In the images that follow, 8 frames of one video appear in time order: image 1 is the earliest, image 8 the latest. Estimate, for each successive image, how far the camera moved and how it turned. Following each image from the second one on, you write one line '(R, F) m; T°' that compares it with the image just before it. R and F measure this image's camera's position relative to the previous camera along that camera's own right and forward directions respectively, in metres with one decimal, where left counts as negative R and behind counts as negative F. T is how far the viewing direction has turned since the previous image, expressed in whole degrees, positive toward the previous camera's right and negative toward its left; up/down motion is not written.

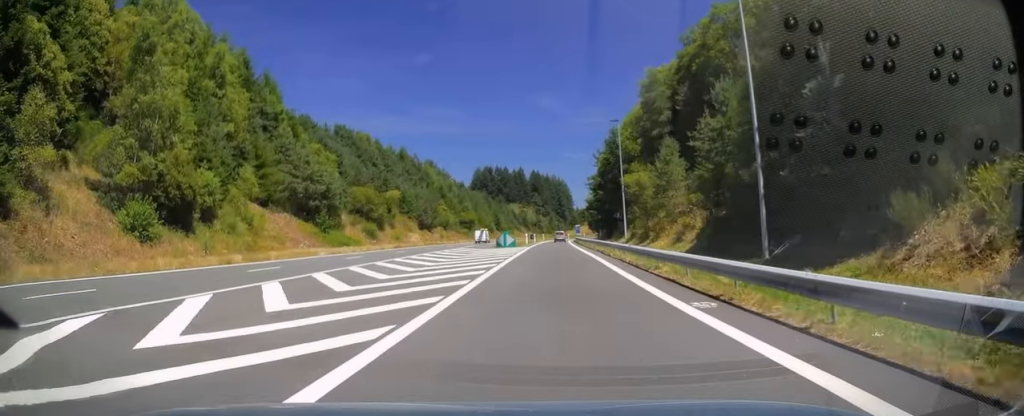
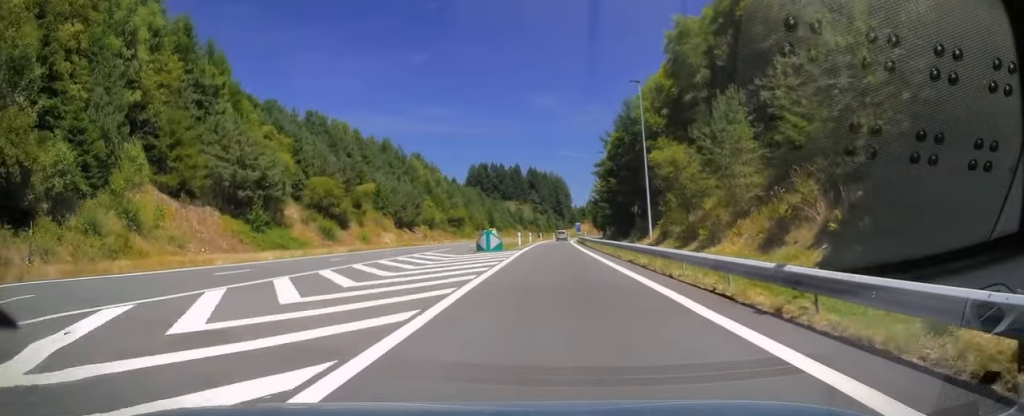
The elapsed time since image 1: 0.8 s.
(-0.1, +15.5) m; -1°
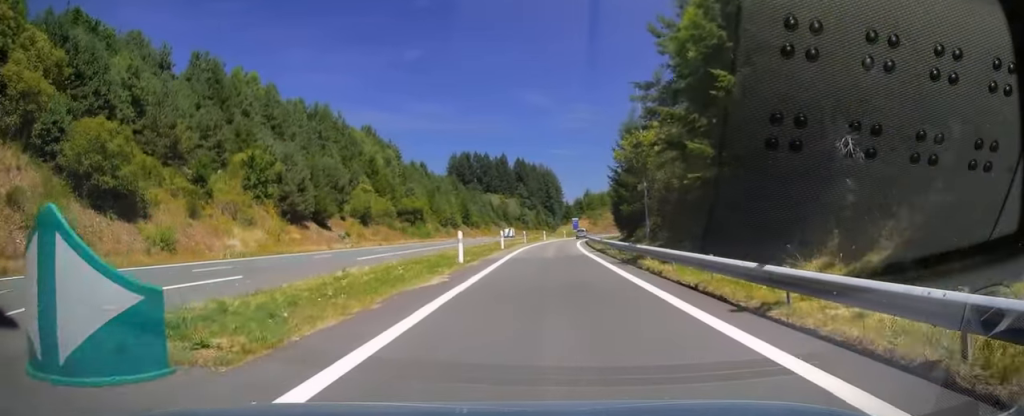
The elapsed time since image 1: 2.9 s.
(+0.4, +39.0) m; +1°
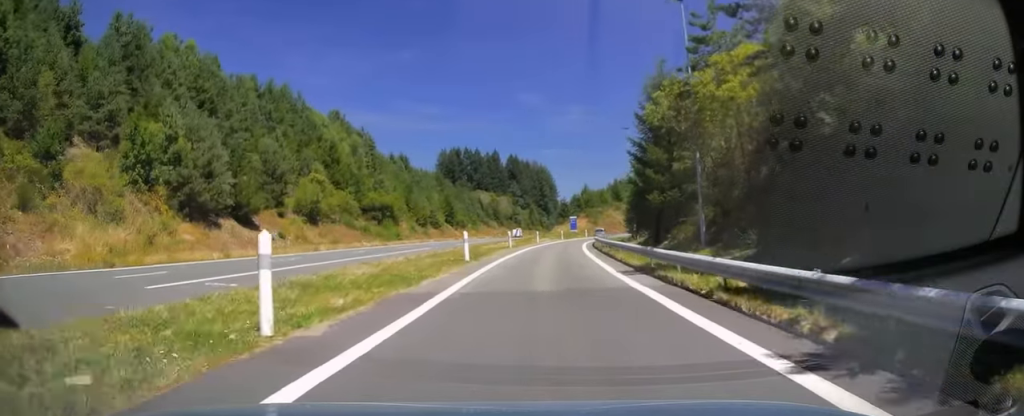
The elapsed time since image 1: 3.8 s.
(0.0, +17.2) m; +1°
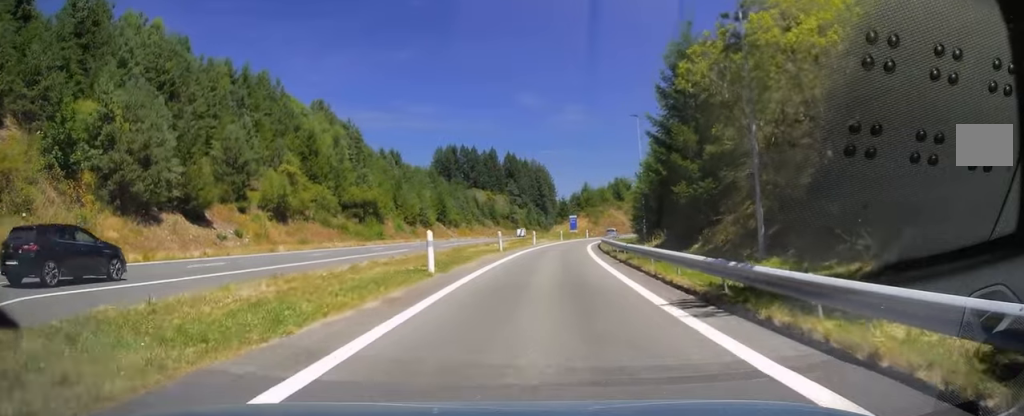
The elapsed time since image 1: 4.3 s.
(+0.2, +8.0) m; 0°
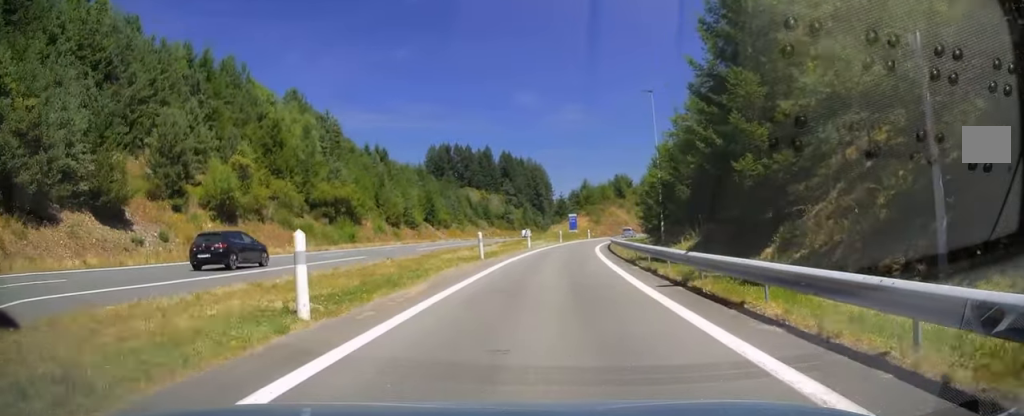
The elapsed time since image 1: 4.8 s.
(+0.1, +10.1) m; 0°
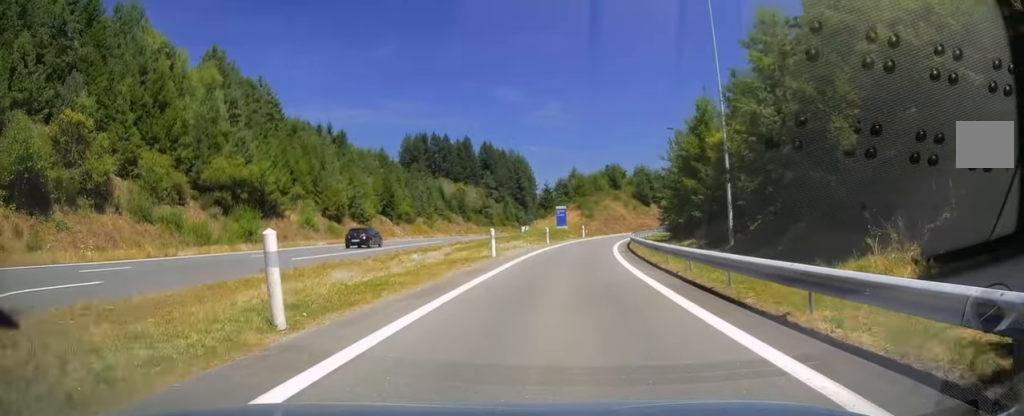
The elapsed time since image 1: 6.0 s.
(-0.2, +21.5) m; +1°
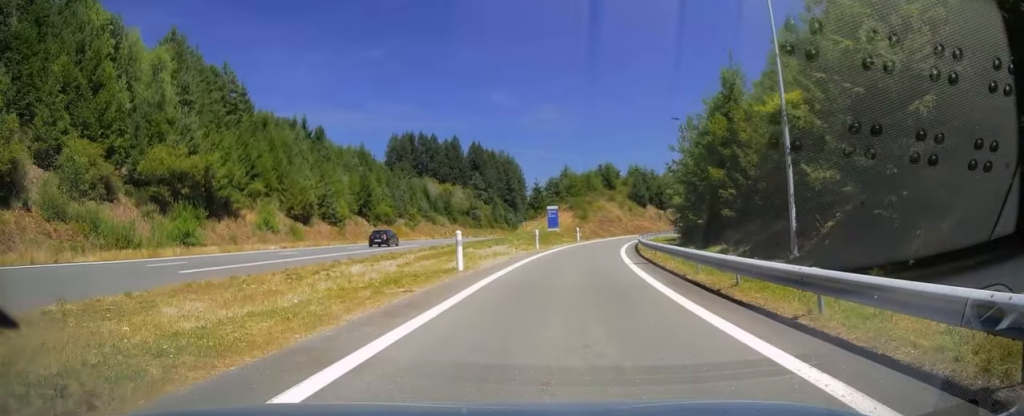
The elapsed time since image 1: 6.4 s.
(+0.2, +8.2) m; +1°
